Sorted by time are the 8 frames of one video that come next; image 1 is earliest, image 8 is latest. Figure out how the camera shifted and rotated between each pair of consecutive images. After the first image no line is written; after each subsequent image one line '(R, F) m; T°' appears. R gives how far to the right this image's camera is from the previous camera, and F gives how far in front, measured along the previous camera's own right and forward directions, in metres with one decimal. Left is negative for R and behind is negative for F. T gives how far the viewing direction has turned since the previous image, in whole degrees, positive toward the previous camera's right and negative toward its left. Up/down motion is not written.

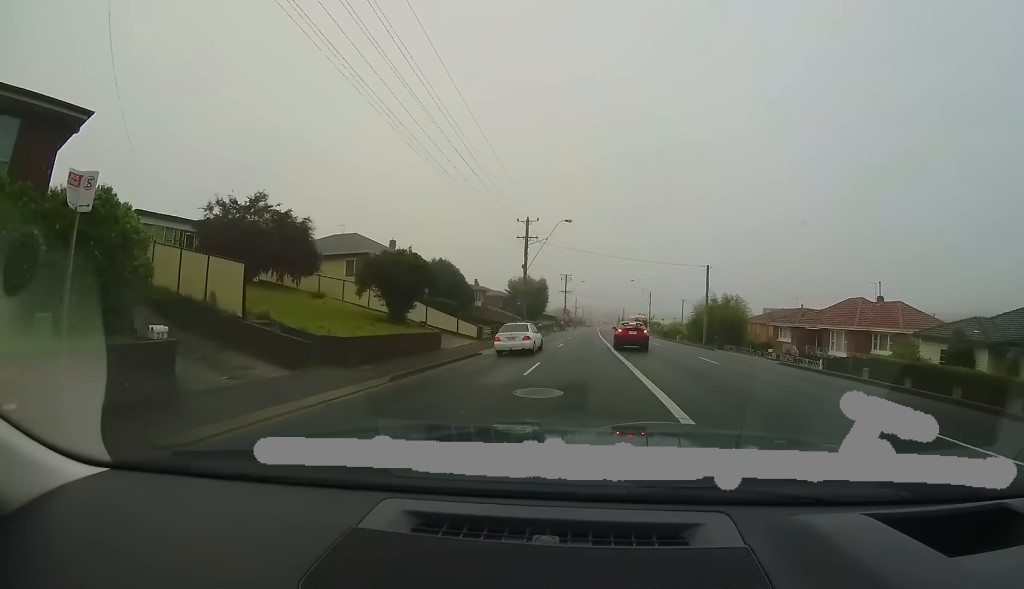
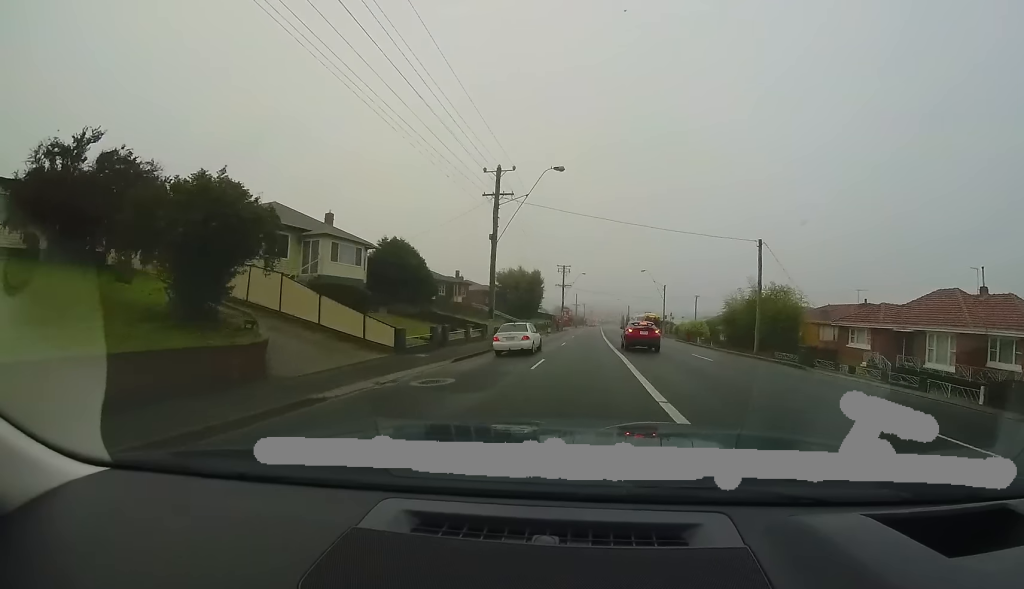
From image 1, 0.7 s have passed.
(0.0, +11.1) m; 0°
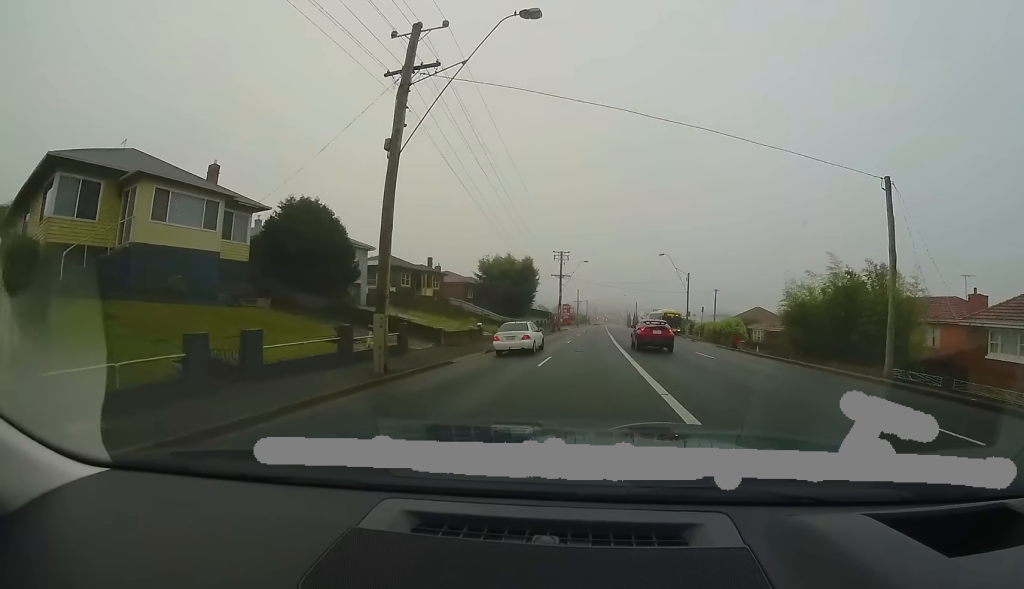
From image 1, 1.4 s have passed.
(-0.1, +11.3) m; 0°
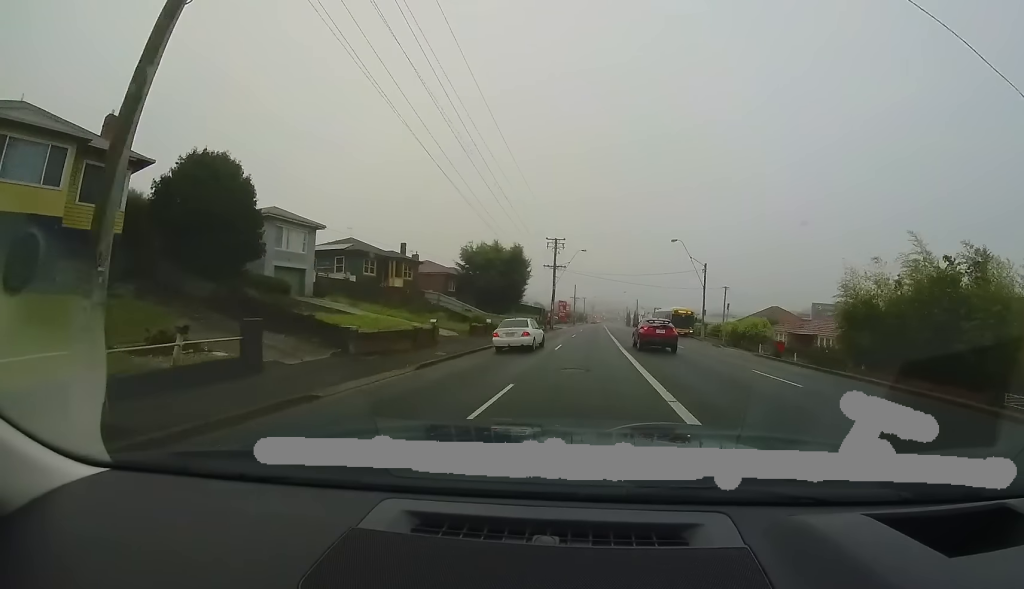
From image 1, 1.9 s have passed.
(0.0, +7.3) m; 0°
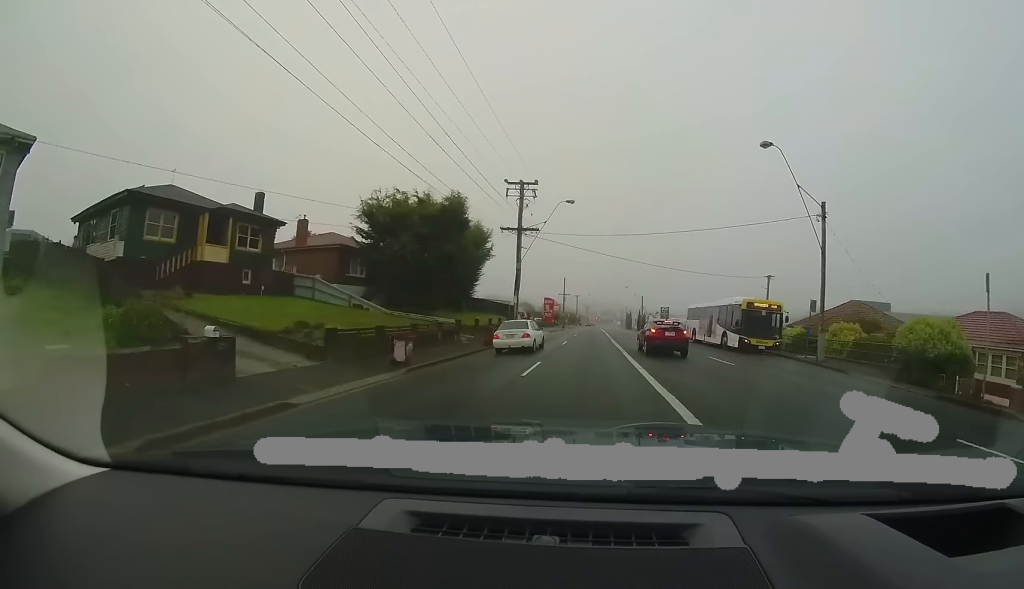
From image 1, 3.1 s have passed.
(+0.1, +19.8) m; +1°
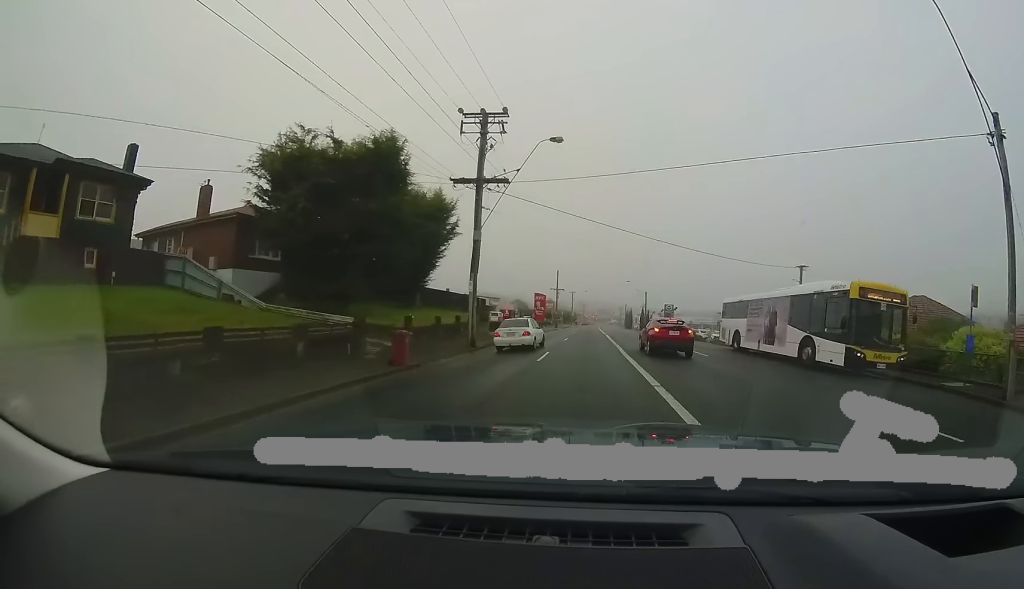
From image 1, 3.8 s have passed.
(0.0, +9.7) m; 0°
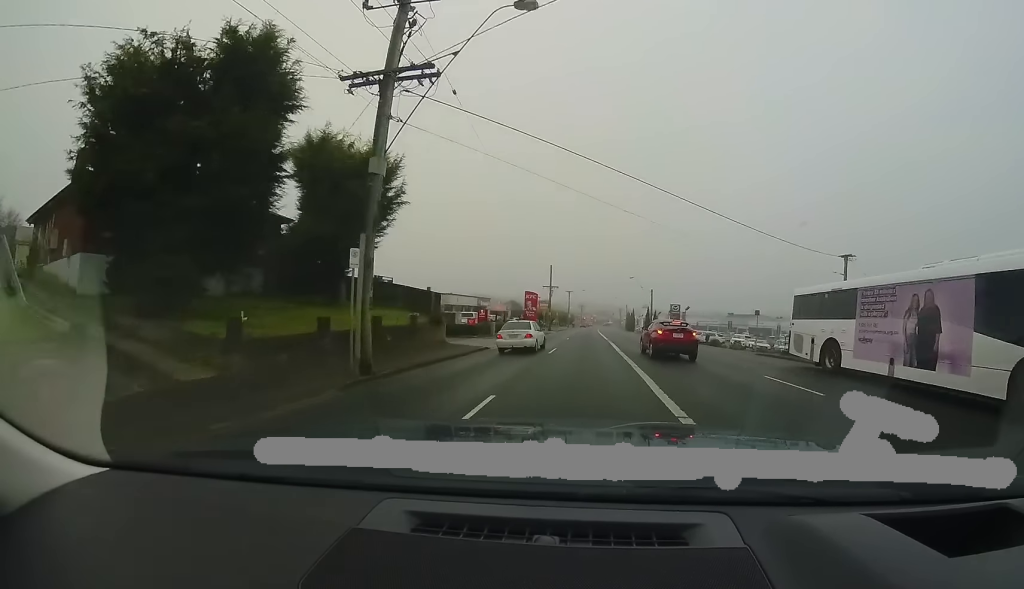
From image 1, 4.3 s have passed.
(0.0, +8.3) m; 0°
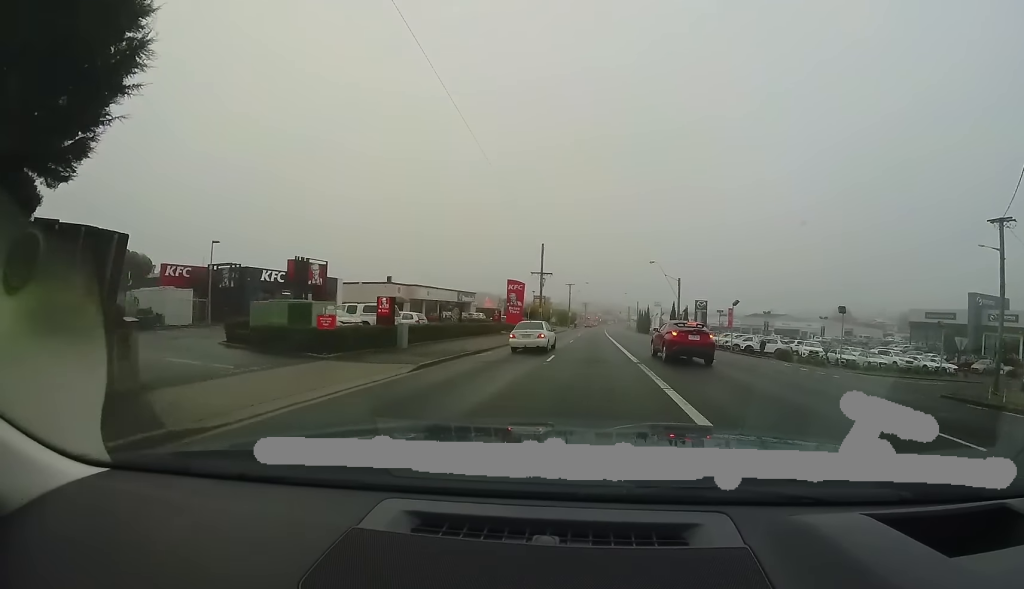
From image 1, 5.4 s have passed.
(+0.1, +16.3) m; 0°
